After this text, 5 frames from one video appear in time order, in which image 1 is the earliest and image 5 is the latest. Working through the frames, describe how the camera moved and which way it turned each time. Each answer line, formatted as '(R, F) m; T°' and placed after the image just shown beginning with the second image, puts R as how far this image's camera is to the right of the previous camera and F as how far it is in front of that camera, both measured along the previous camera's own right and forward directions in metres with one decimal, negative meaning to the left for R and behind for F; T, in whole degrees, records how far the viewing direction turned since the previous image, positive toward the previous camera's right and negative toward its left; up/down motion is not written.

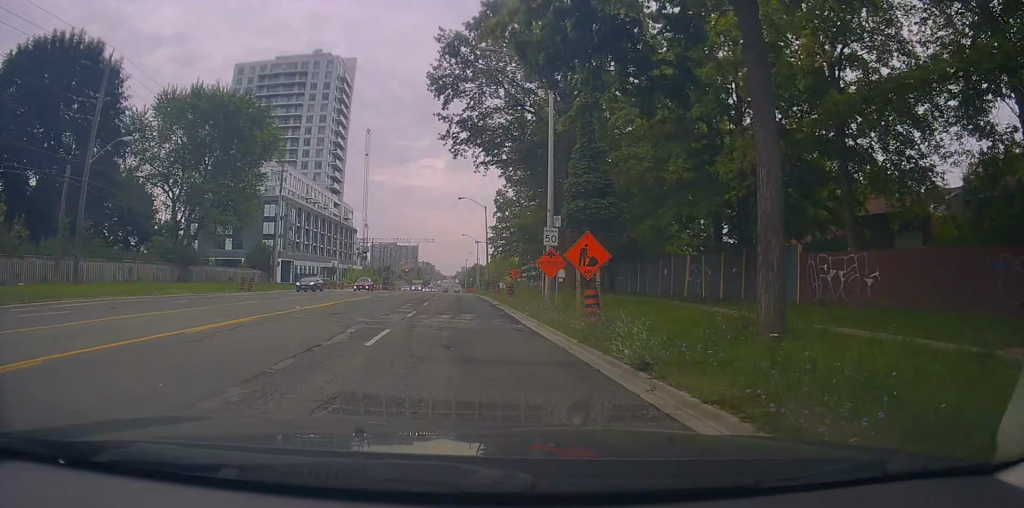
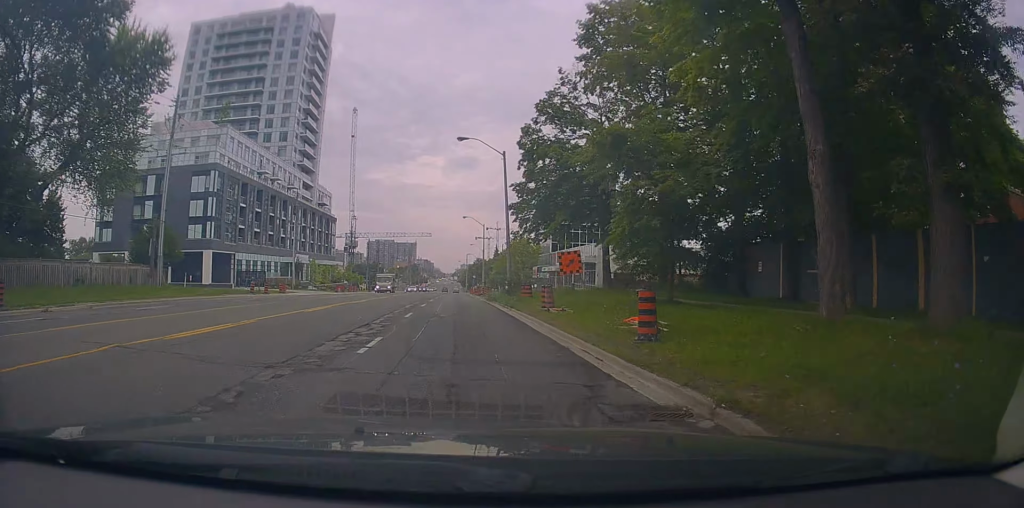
(+0.6, +28.0) m; +2°
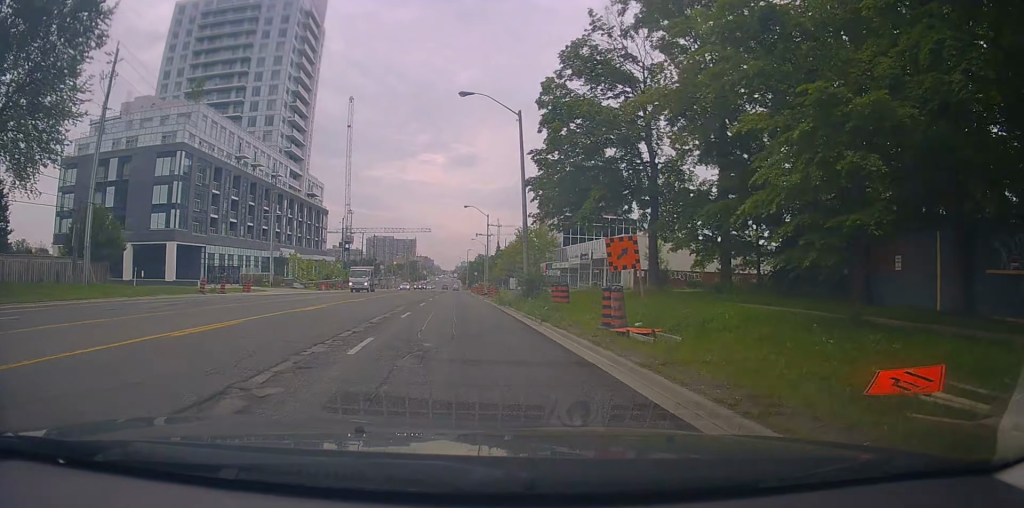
(+0.1, +9.6) m; -1°
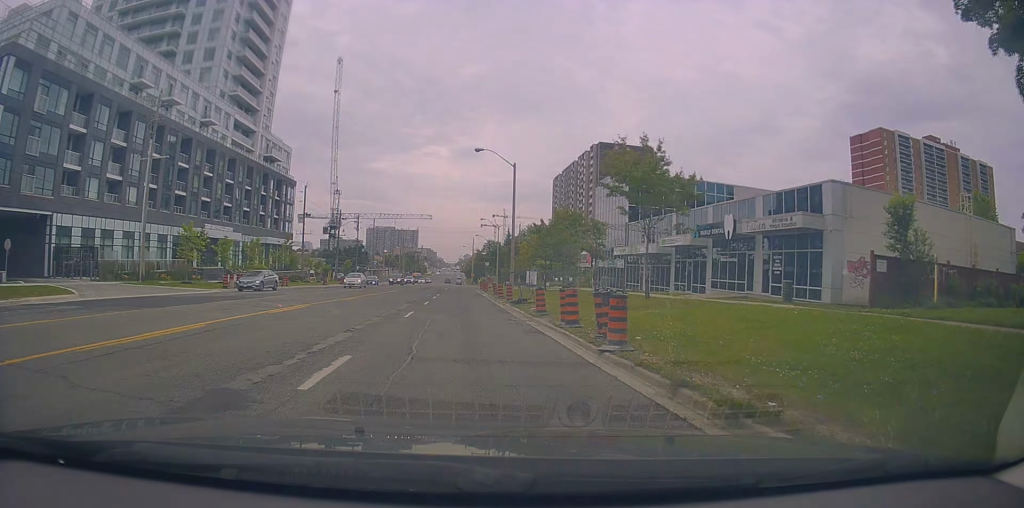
(-1.2, +29.6) m; -3°
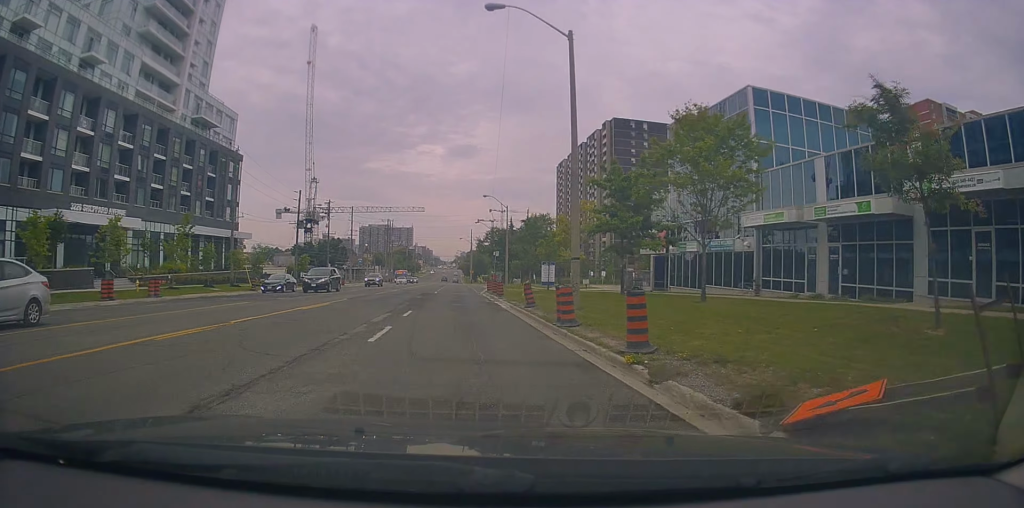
(+0.8, +23.5) m; +2°
